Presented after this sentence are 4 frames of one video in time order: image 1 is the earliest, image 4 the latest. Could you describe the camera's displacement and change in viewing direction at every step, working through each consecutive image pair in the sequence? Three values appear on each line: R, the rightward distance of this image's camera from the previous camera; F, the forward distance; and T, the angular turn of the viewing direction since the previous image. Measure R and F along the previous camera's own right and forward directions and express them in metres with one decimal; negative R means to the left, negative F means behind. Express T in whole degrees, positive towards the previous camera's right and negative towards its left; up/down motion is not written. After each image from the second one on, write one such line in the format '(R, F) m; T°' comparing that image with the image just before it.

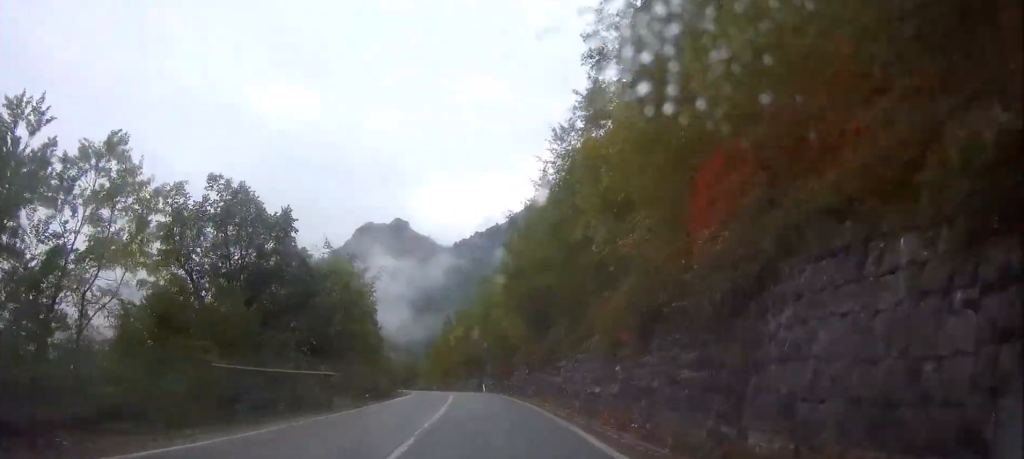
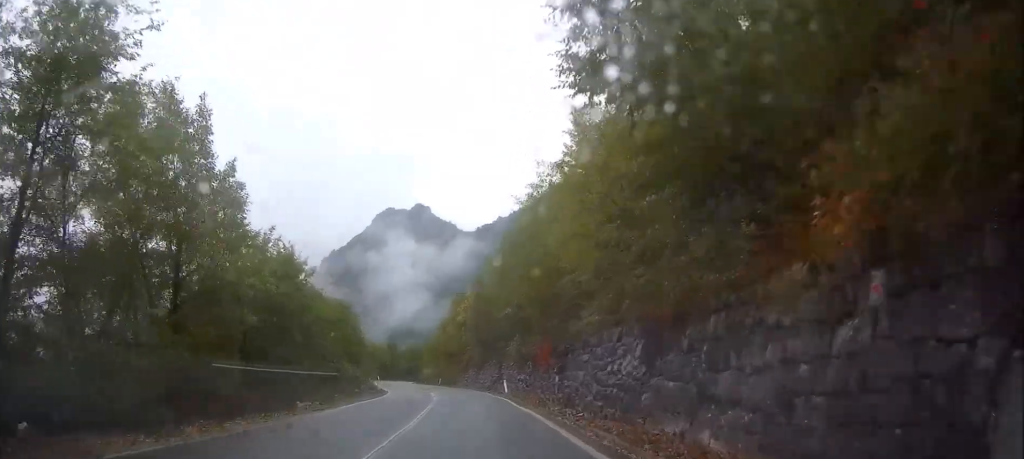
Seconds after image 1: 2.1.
(-0.7, +29.8) m; -3°
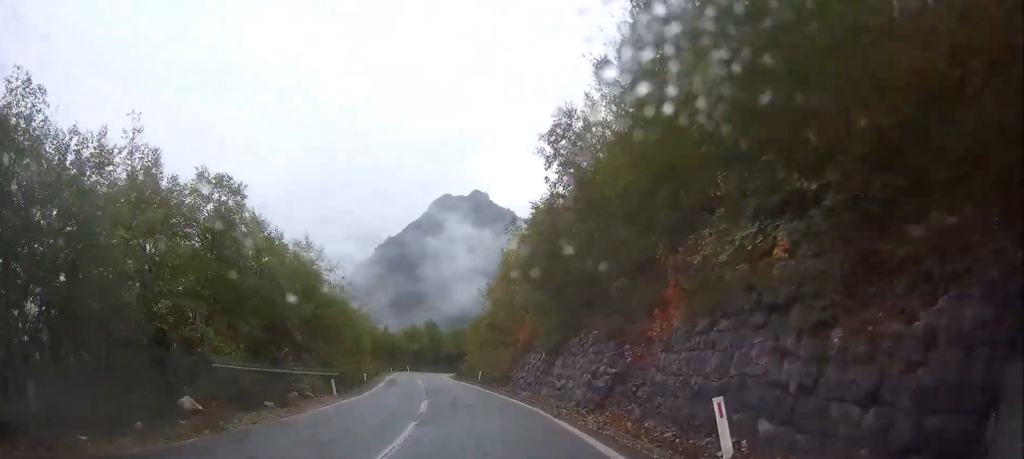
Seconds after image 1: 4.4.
(-1.4, +31.7) m; -6°
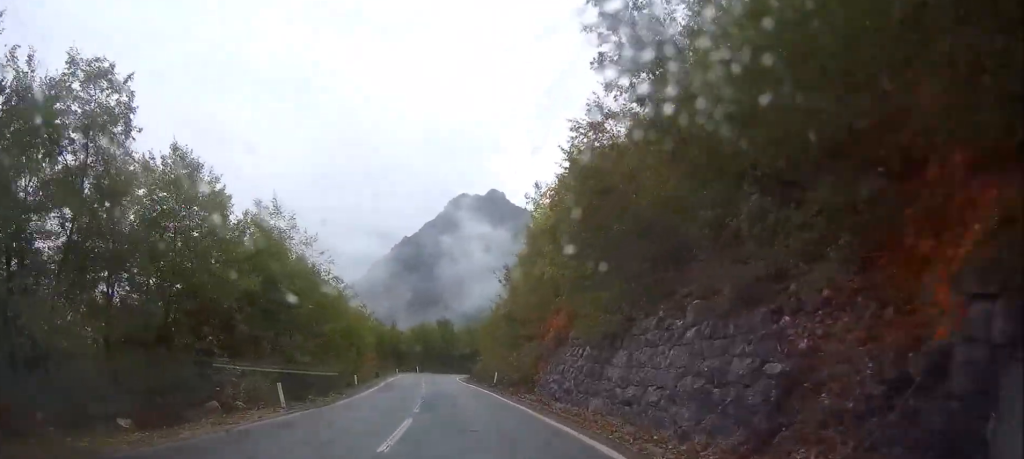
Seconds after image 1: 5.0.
(+0.1, +9.1) m; -1°
